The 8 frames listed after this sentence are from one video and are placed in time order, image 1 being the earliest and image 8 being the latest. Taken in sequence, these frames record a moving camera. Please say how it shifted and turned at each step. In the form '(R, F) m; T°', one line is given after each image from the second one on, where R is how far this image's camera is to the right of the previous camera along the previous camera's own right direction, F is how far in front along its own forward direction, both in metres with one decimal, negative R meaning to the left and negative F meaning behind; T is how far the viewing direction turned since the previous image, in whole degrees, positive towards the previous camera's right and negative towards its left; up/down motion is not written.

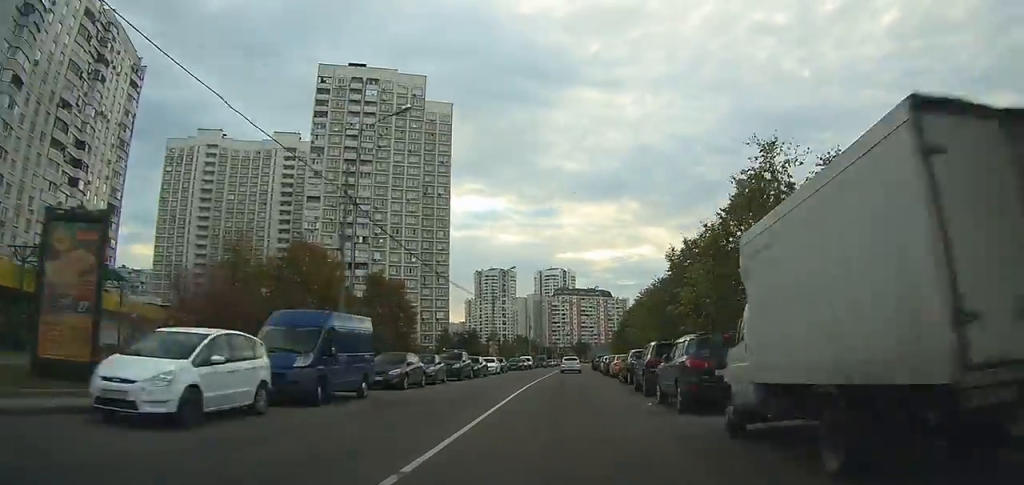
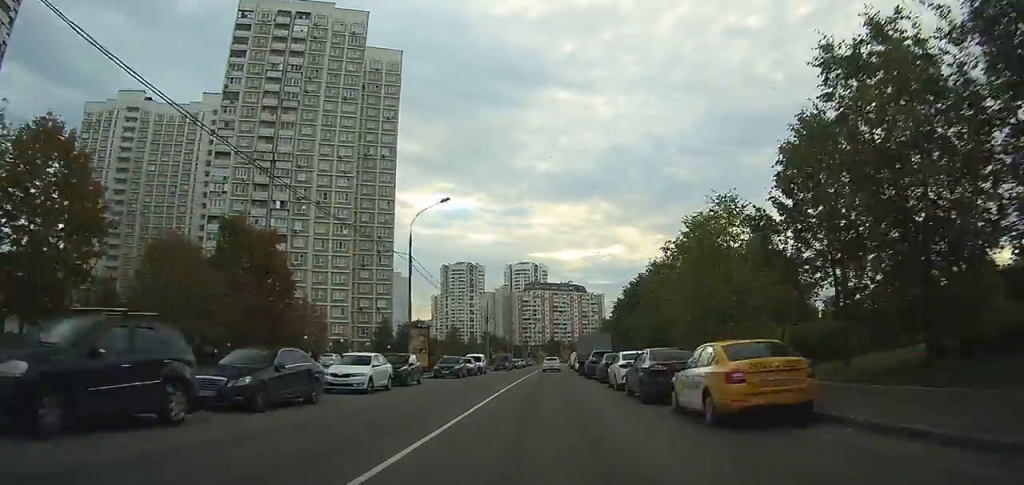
(+1.3, +27.8) m; +3°
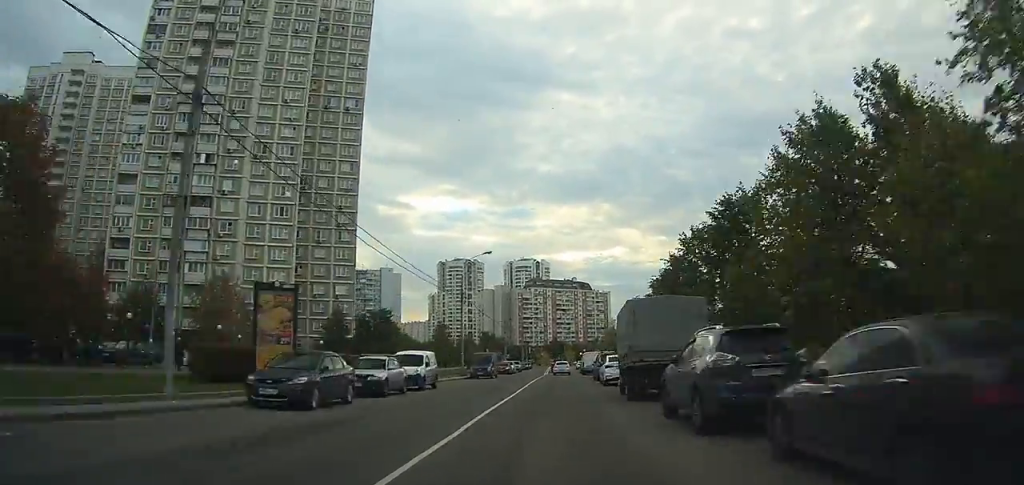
(+0.2, +24.2) m; +1°
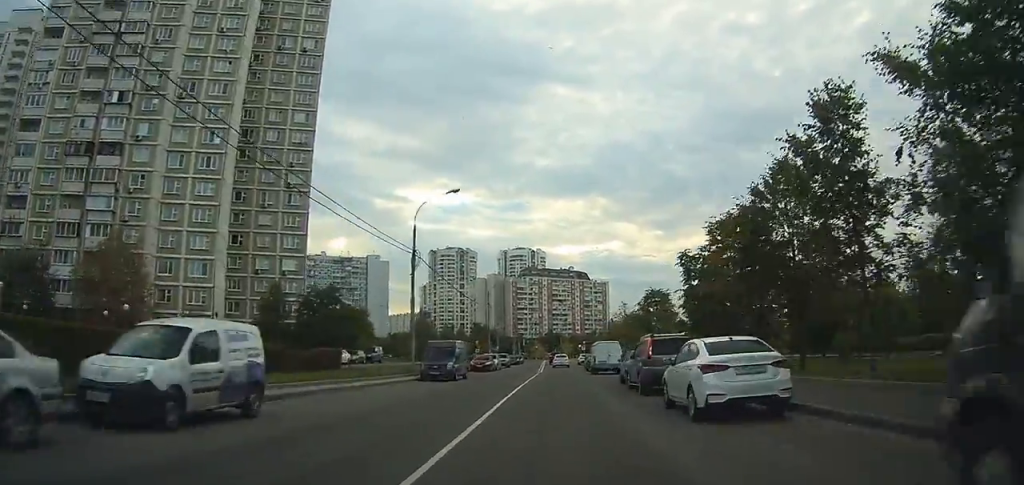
(+0.1, +18.2) m; +1°
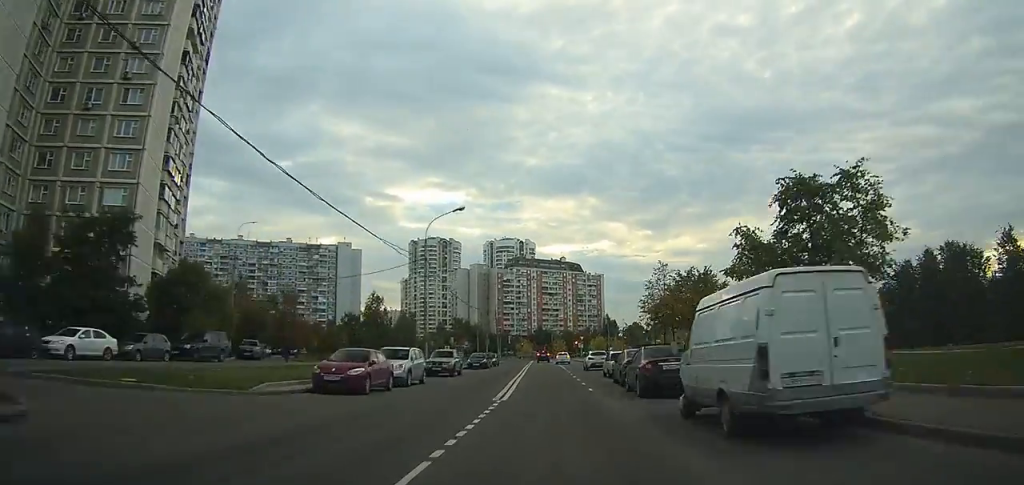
(+0.4, +34.0) m; +1°
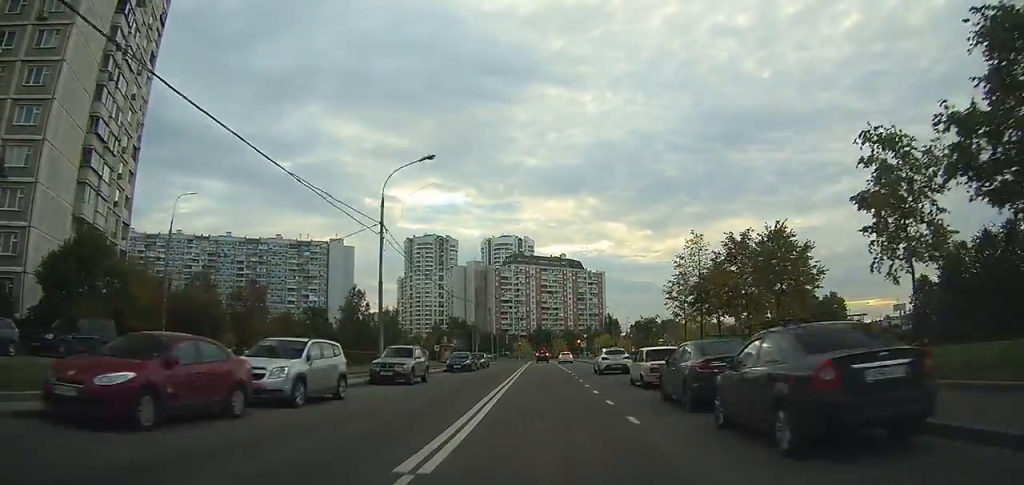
(+0.1, +11.4) m; 0°
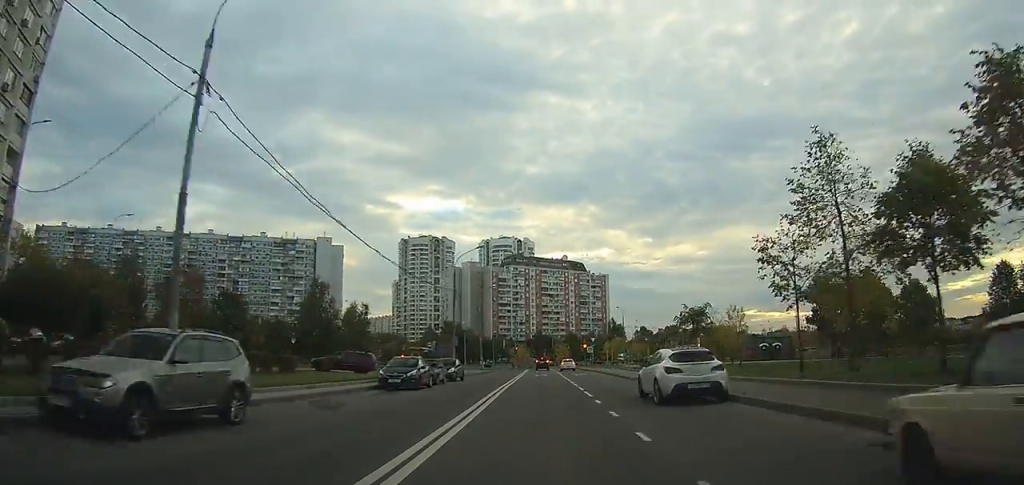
(-0.1, +17.2) m; -1°
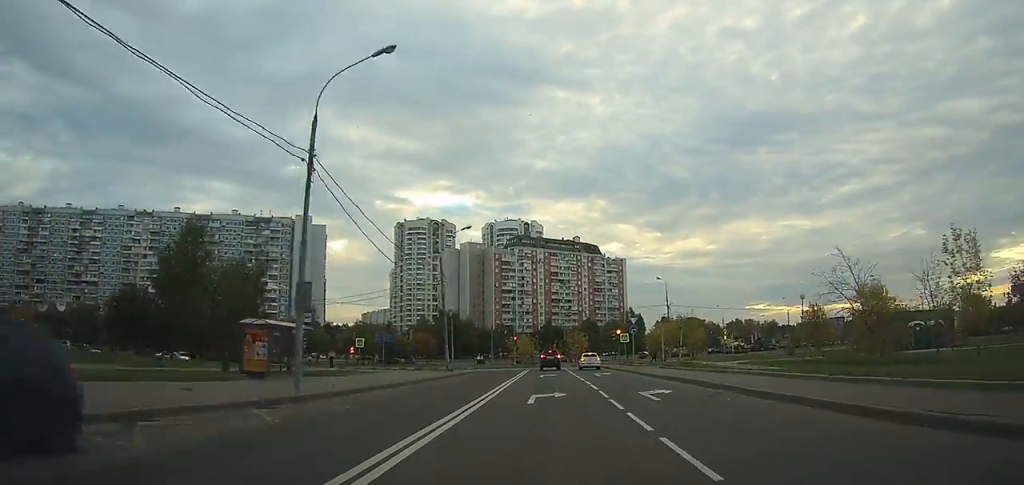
(-0.2, +31.2) m; 0°
